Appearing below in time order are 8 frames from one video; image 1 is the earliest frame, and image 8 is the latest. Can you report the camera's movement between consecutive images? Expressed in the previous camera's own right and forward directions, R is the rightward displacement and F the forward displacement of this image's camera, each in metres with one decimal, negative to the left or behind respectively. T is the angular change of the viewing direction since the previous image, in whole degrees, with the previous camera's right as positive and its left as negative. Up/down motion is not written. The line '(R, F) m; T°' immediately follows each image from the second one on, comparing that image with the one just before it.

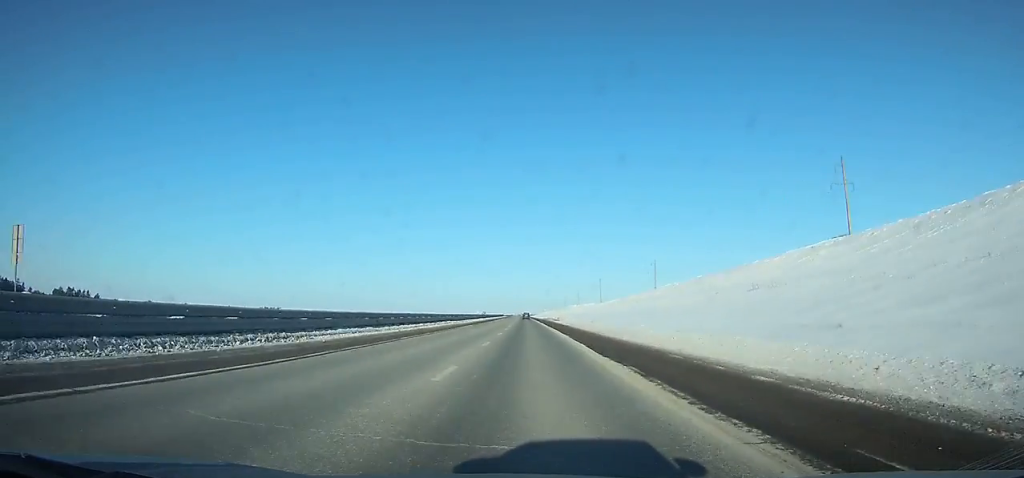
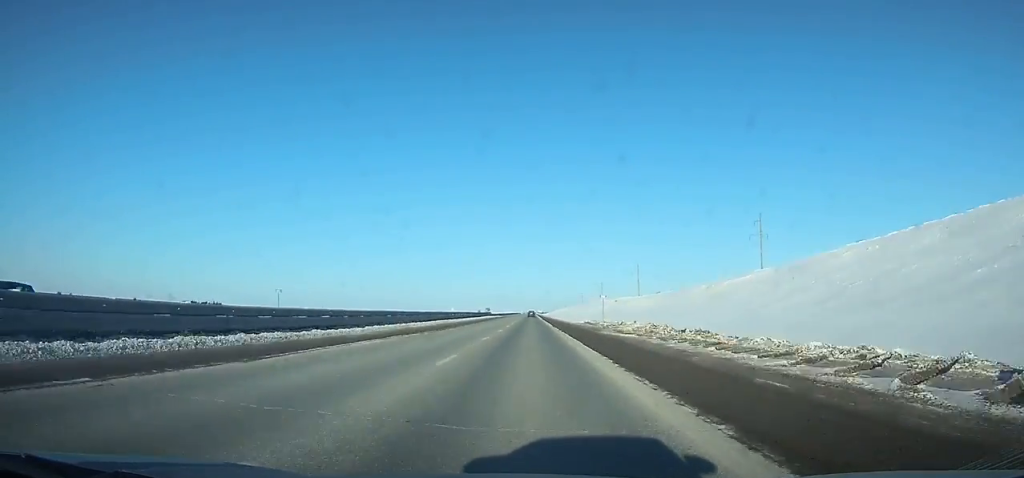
(-1.1, +128.3) m; -1°
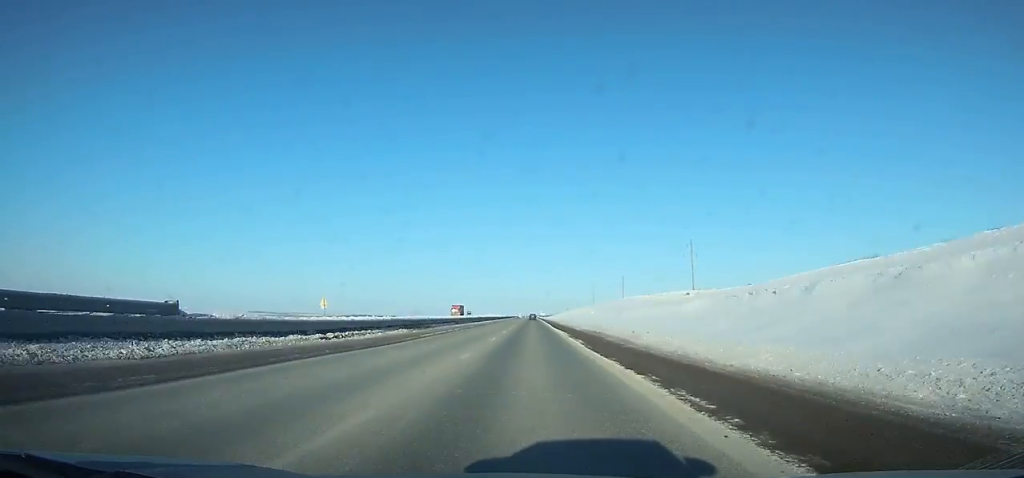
(-0.5, +115.9) m; 0°
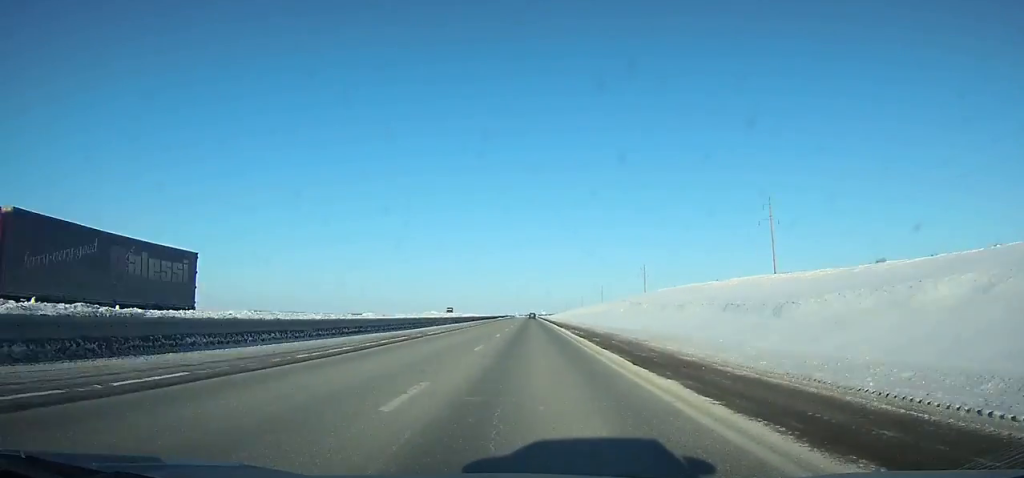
(0.0, +80.5) m; 0°
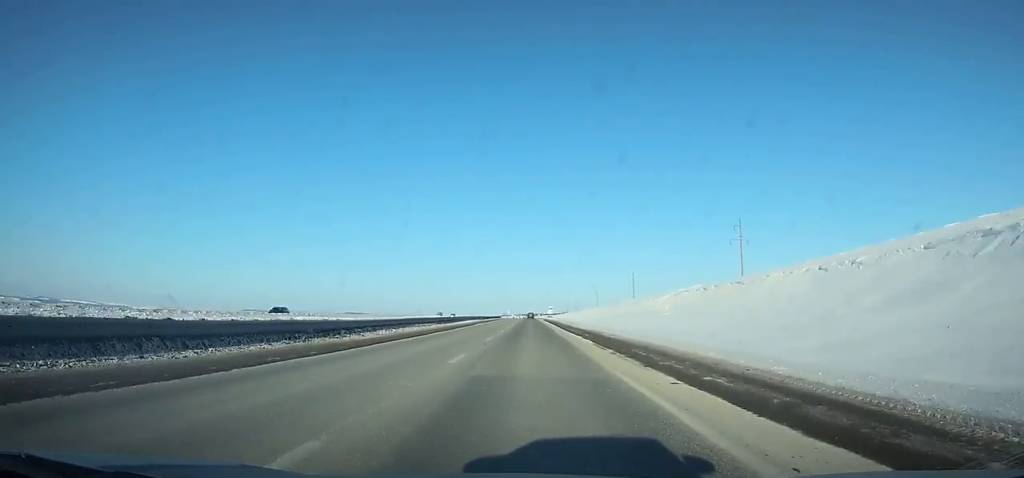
(+0.3, +148.9) m; 0°
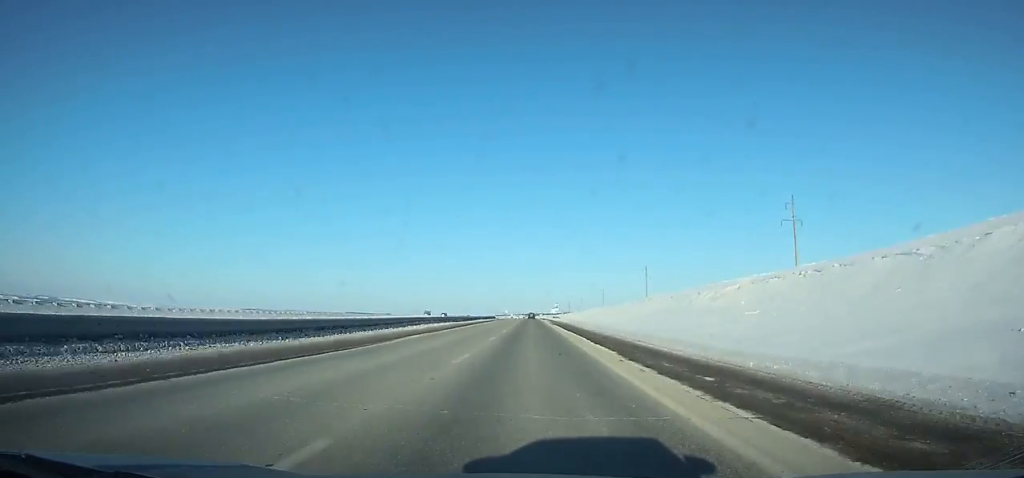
(+0.1, +35.6) m; 0°
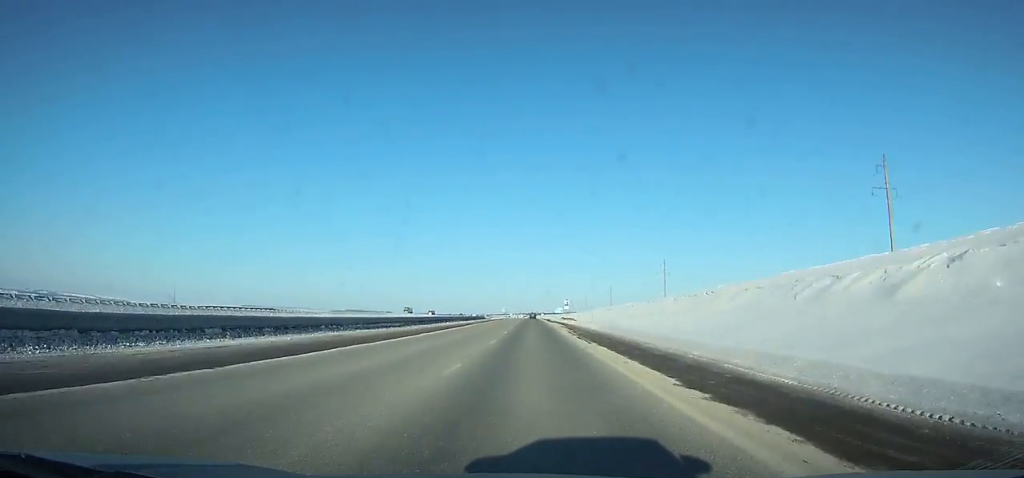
(0.0, +38.7) m; 0°
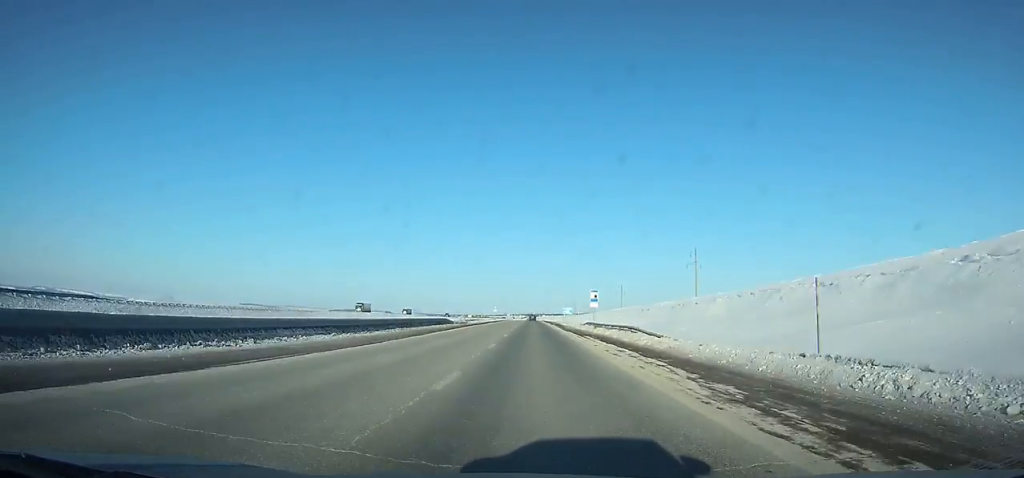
(-0.1, +50.0) m; 0°
